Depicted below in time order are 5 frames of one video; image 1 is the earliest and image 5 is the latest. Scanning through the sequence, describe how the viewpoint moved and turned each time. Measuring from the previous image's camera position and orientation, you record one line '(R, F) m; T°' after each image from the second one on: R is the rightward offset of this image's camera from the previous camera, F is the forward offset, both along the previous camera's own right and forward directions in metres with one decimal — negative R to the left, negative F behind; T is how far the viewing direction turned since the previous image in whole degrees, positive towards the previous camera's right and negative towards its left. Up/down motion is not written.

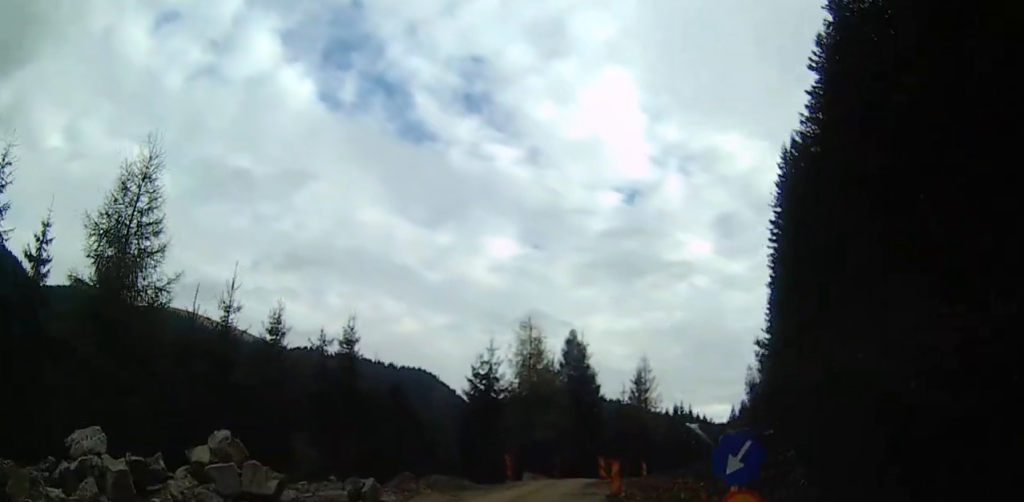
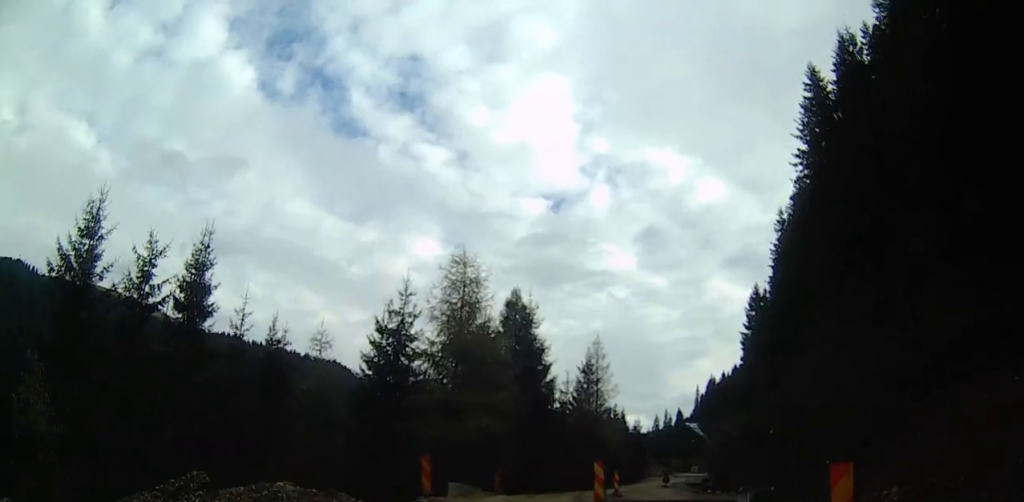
(+0.5, +15.3) m; +6°
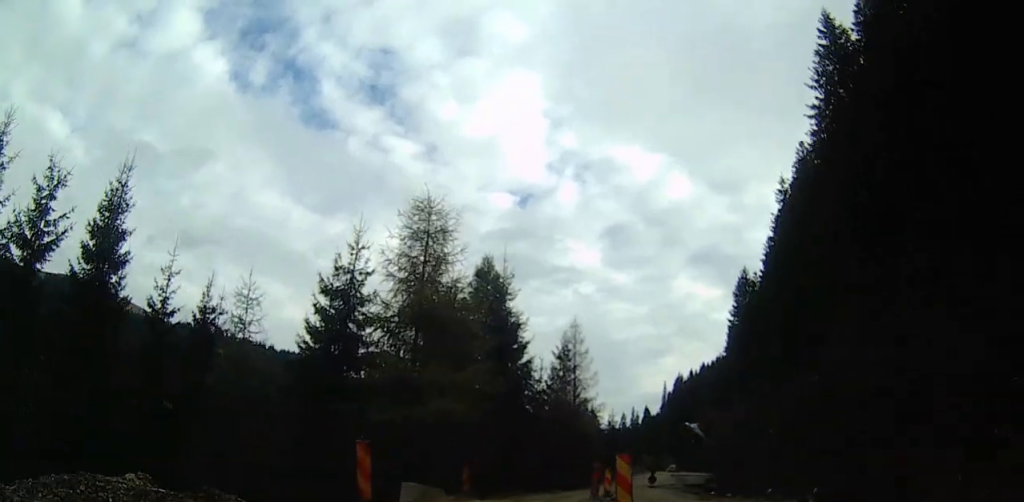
(+0.2, +5.5) m; +4°
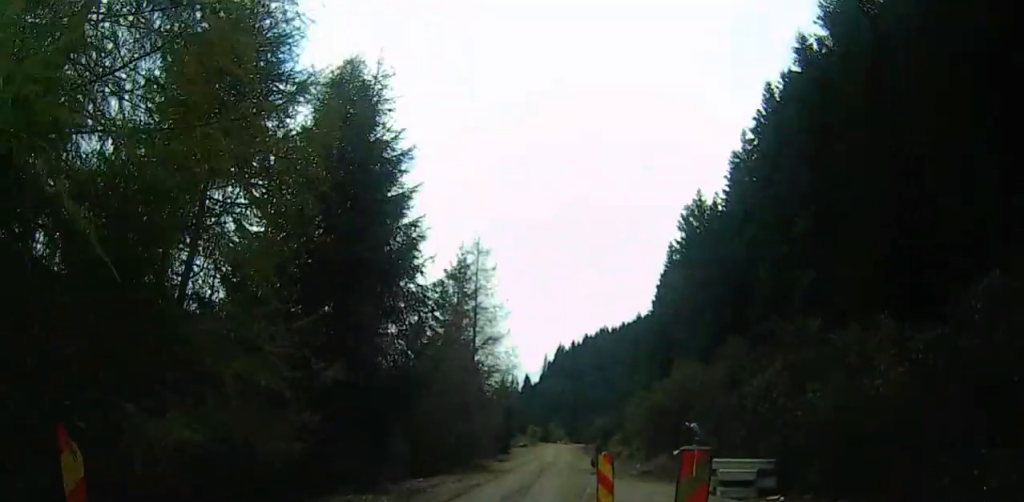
(+2.4, +19.1) m; +13°
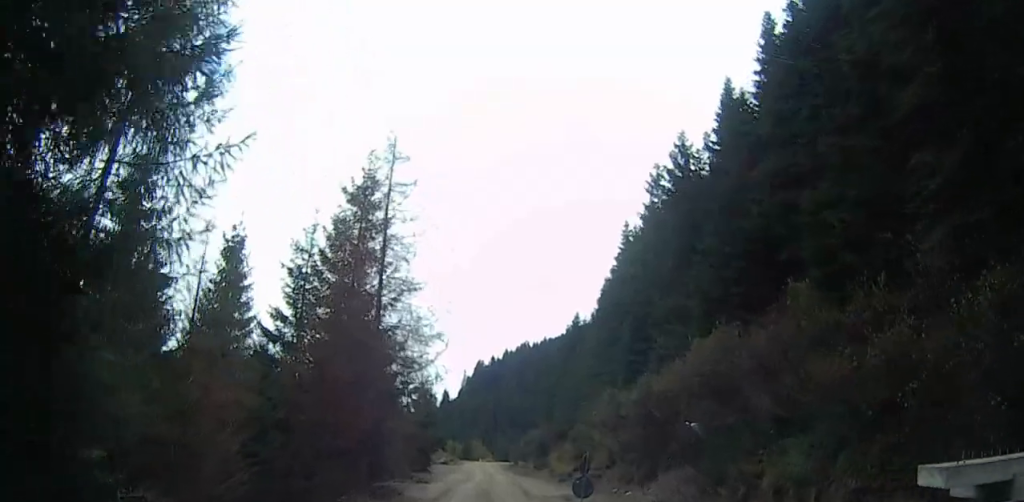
(+0.5, +13.1) m; +7°
